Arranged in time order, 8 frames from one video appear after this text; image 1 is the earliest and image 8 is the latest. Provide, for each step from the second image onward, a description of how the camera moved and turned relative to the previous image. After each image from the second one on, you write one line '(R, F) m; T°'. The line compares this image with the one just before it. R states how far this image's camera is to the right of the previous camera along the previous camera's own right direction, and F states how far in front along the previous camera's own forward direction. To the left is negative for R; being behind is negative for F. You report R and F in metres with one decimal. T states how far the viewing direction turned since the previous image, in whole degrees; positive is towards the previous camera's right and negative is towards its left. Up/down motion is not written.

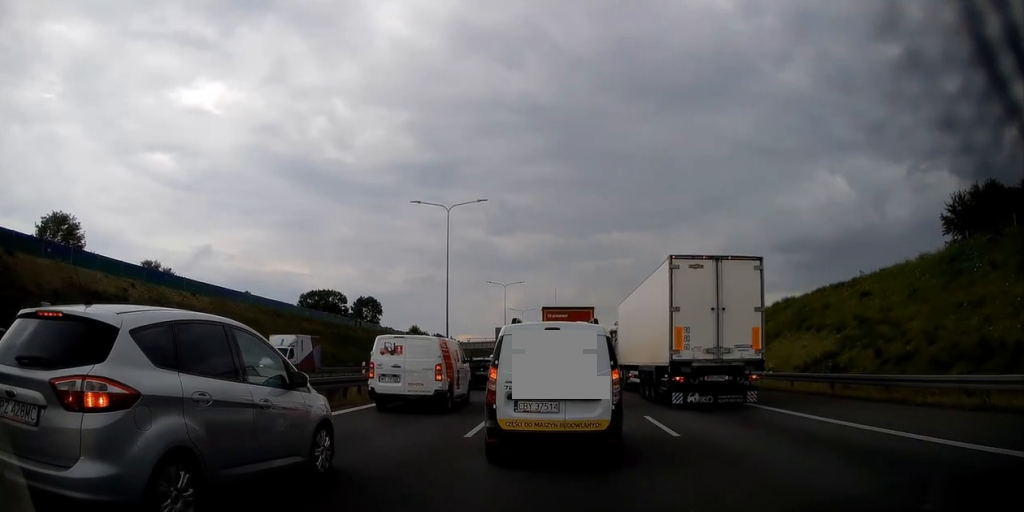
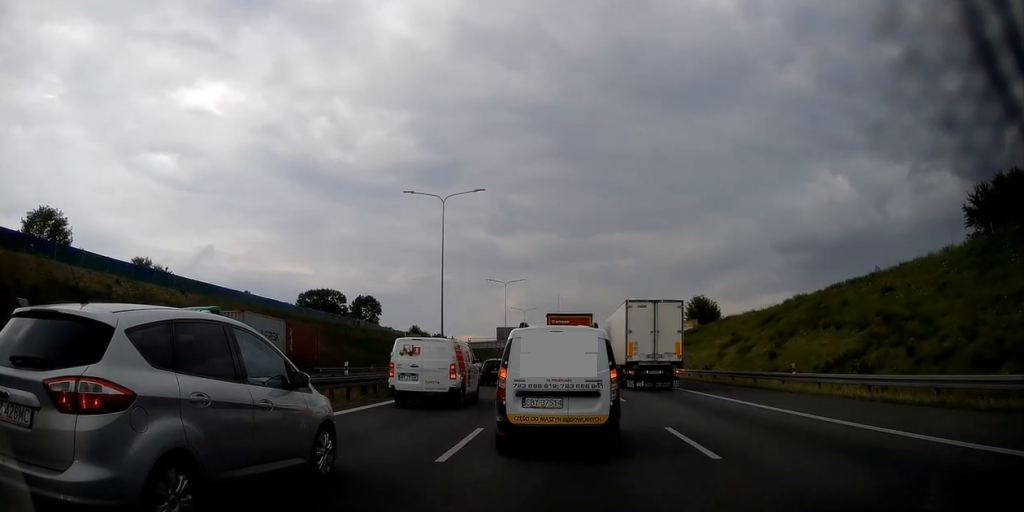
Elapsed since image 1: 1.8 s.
(+0.3, +2.6) m; 0°
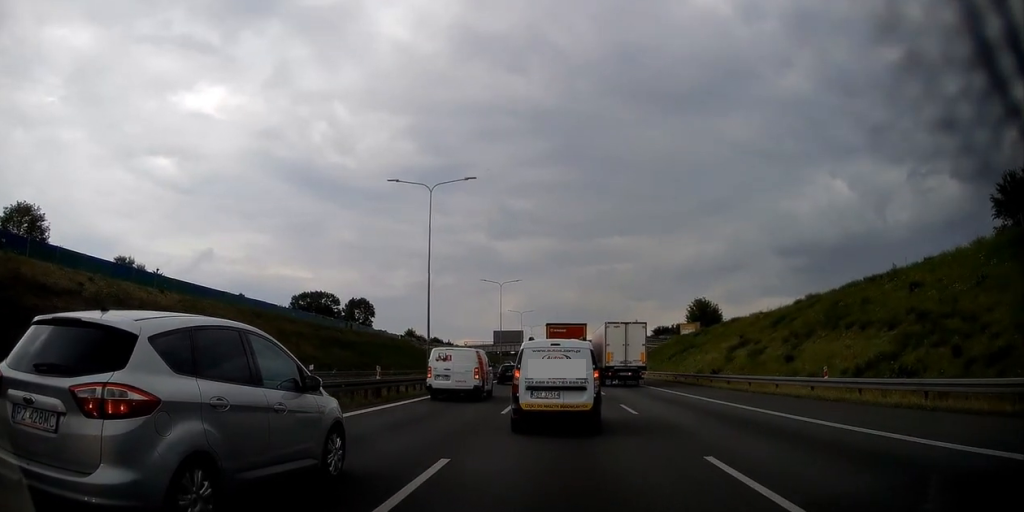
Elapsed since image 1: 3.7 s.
(-0.3, +4.5) m; -2°
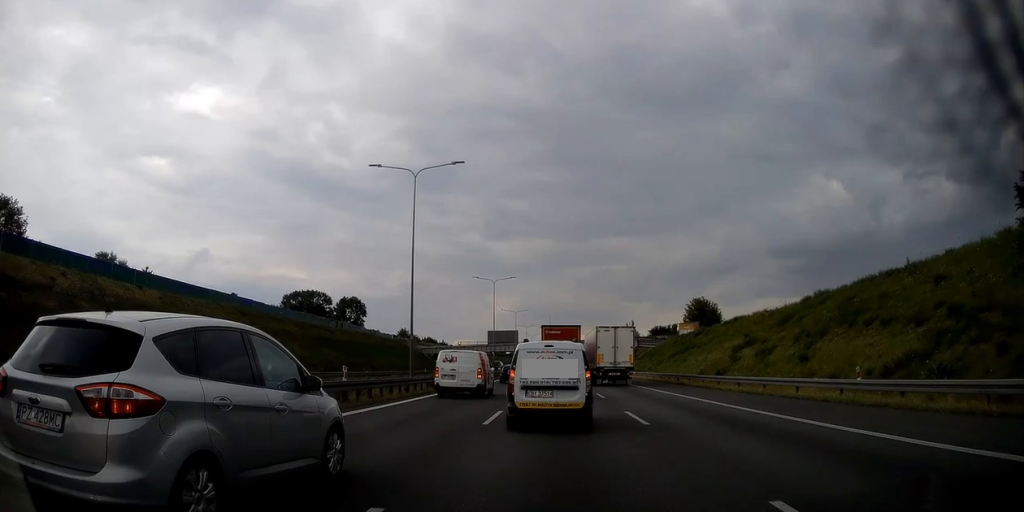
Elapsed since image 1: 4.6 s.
(+0.1, +2.9) m; -2°
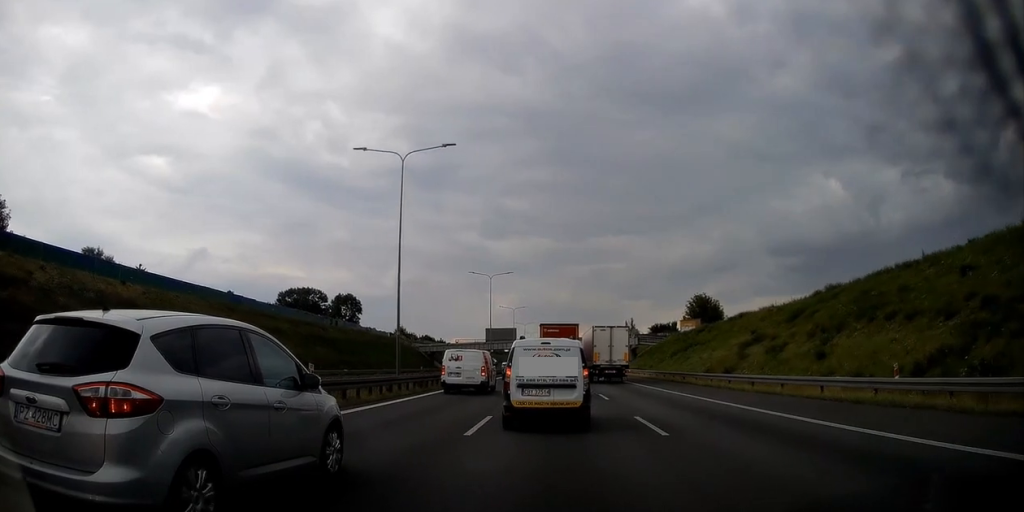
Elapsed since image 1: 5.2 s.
(-0.3, +2.2) m; -1°
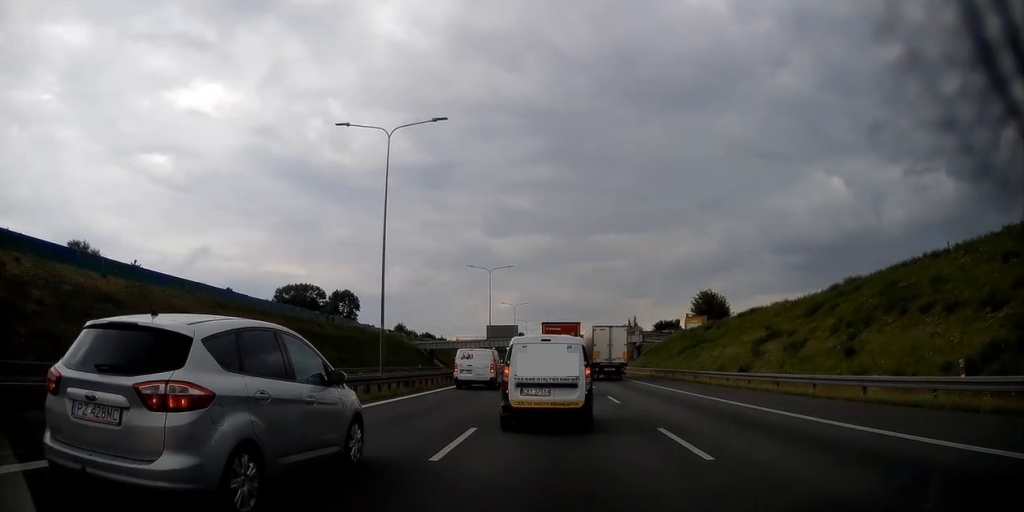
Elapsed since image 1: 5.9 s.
(+0.2, +2.9) m; 0°
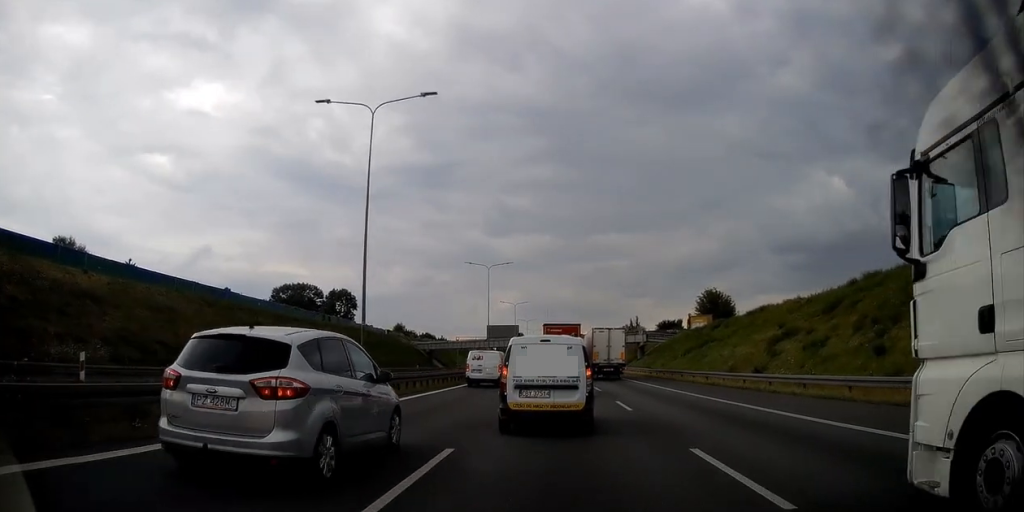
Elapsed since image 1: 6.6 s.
(0.0, +2.9) m; 0°
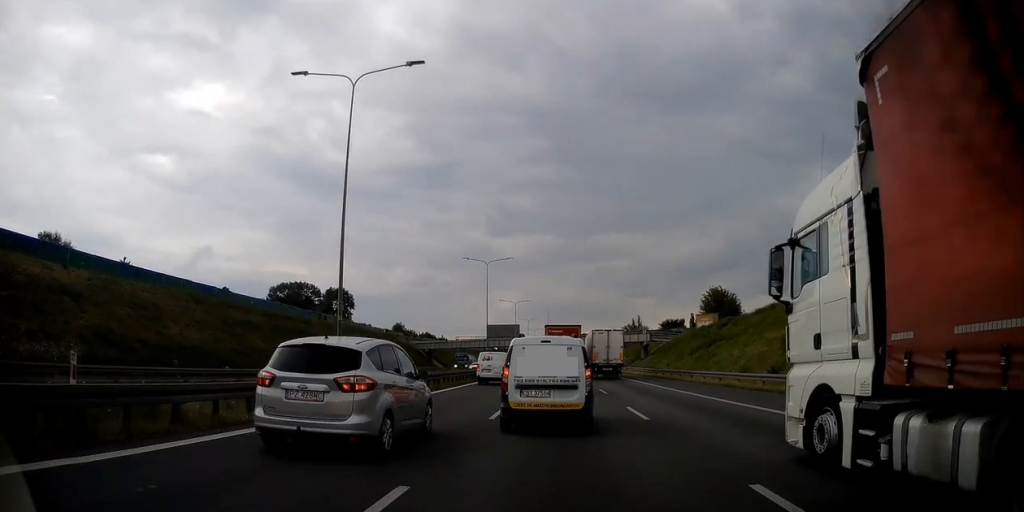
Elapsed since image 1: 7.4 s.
(-0.3, +3.2) m; 0°
